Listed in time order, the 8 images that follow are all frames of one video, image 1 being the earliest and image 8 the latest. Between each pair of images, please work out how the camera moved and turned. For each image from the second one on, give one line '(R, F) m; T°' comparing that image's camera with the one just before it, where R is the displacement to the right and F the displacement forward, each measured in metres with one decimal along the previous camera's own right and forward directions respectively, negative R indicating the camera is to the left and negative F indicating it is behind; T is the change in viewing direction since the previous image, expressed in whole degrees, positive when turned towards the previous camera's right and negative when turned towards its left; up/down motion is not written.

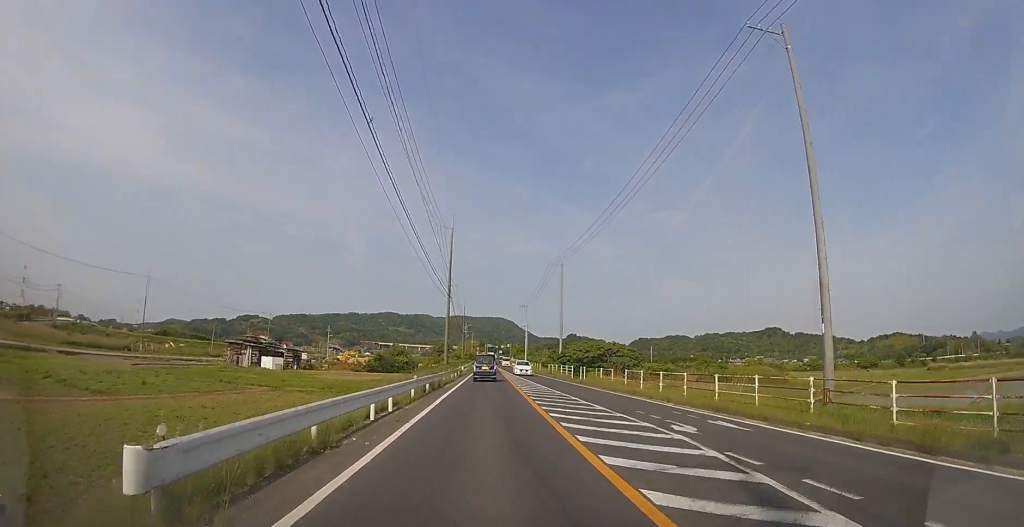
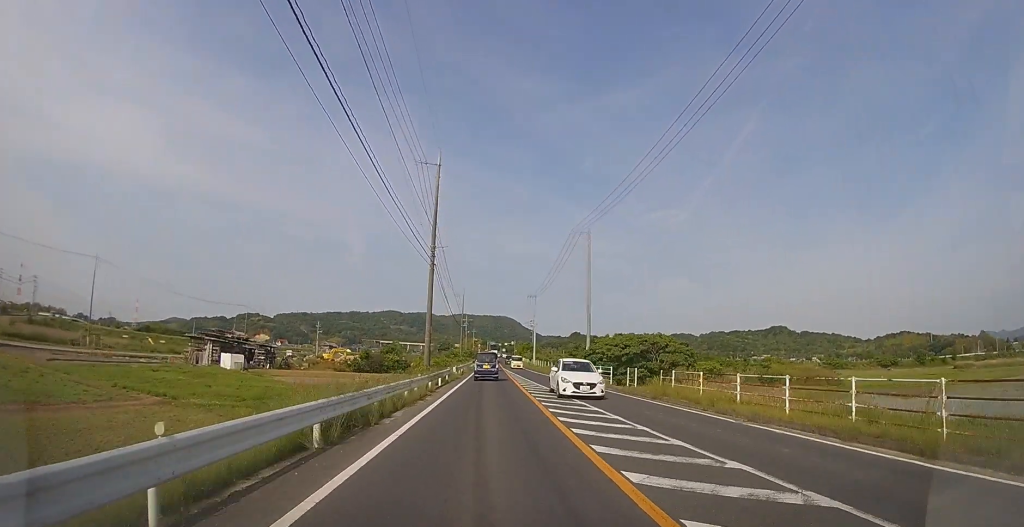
(0.0, +14.0) m; 0°
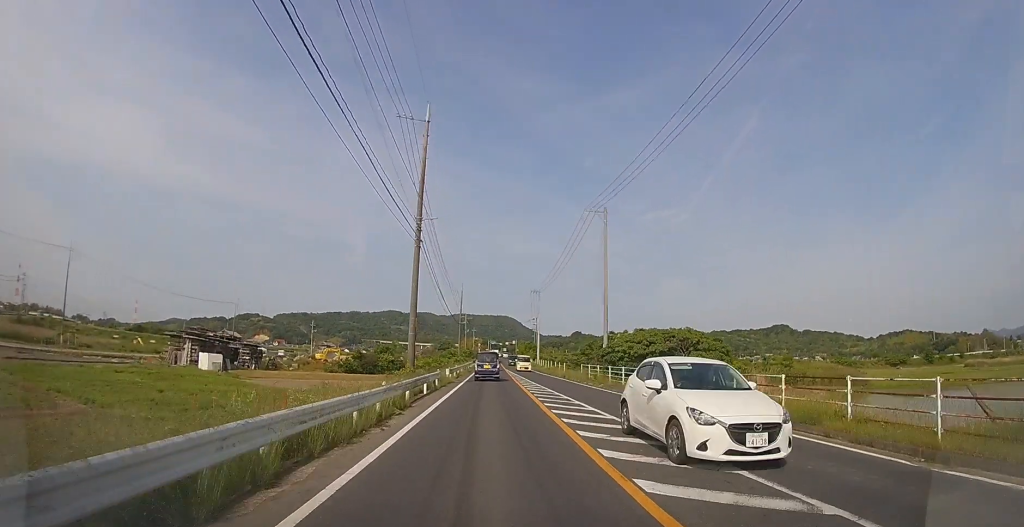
(0.0, +5.9) m; 0°
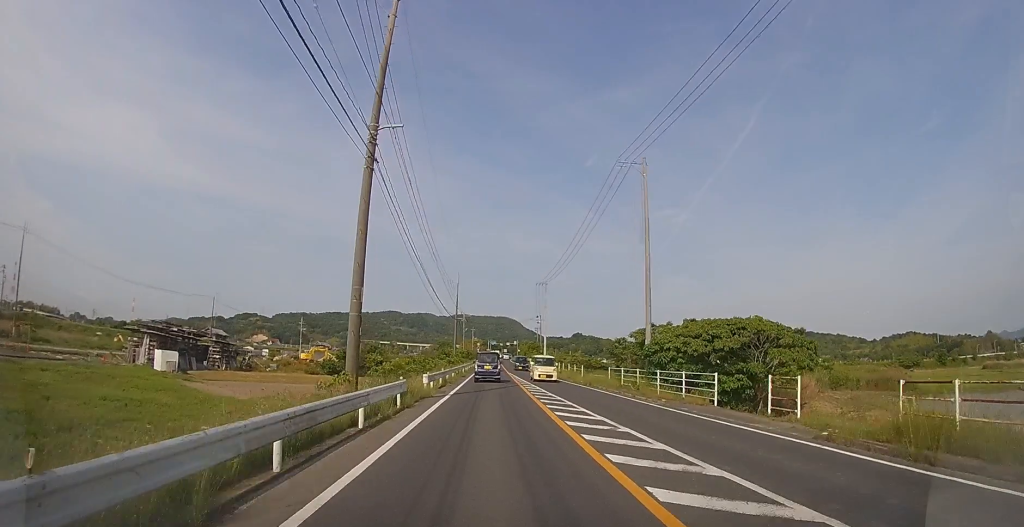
(0.0, +10.0) m; 0°
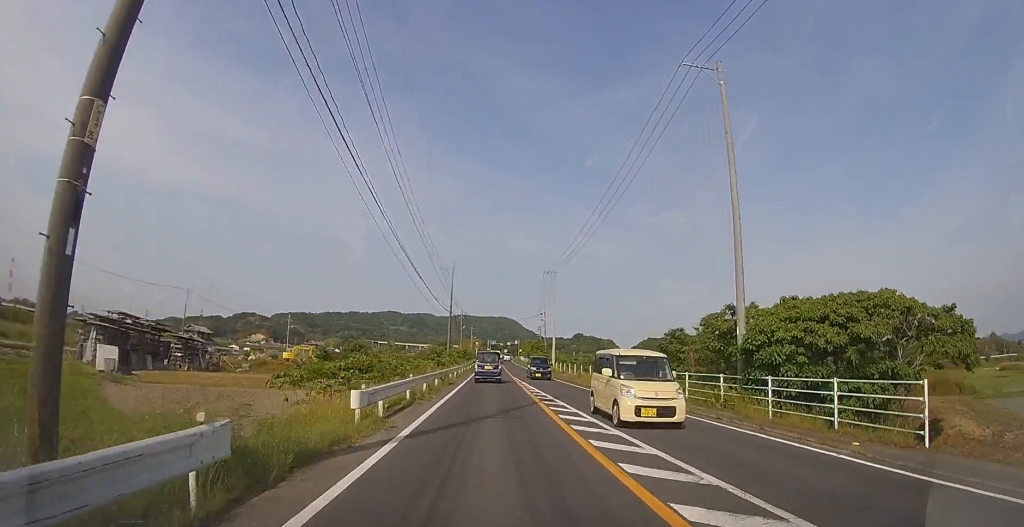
(0.0, +9.9) m; 0°
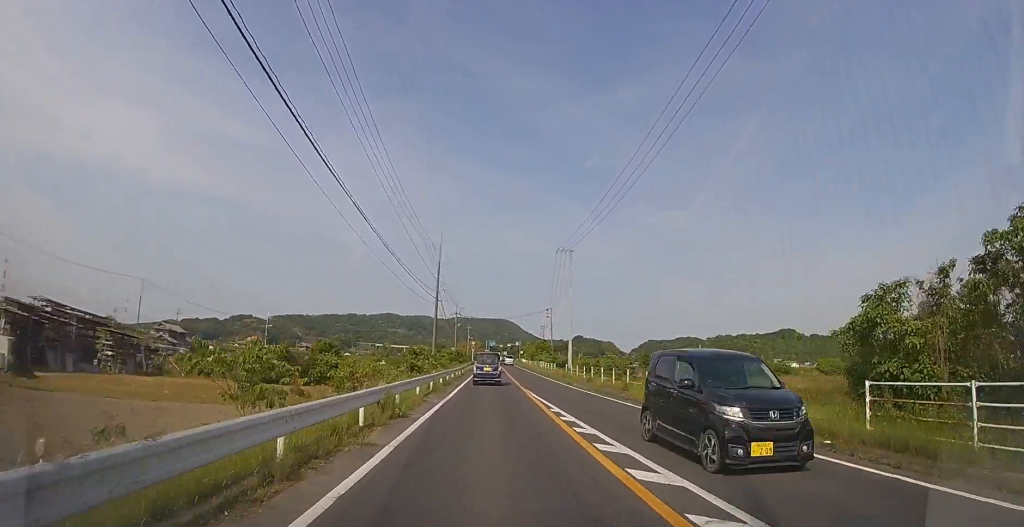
(0.0, +13.7) m; 0°
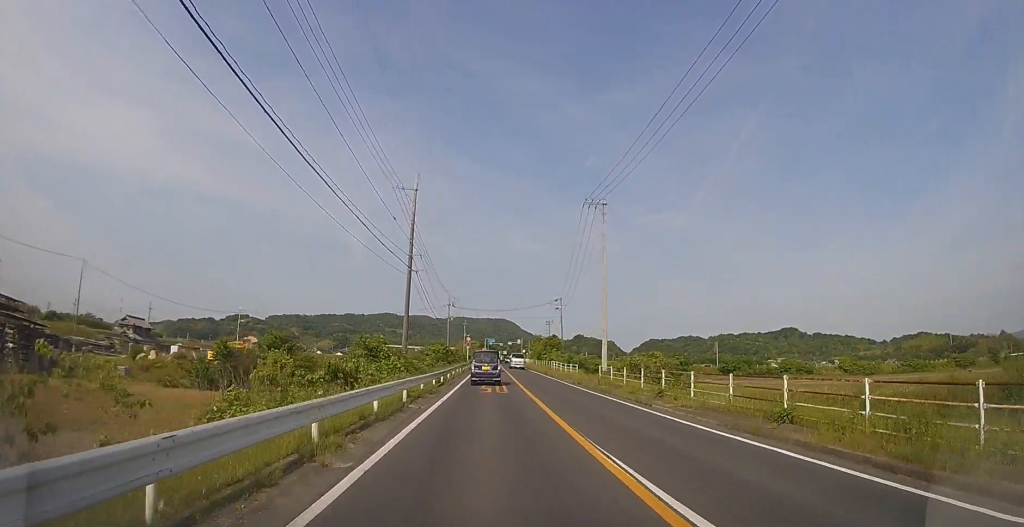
(0.0, +14.8) m; 0°
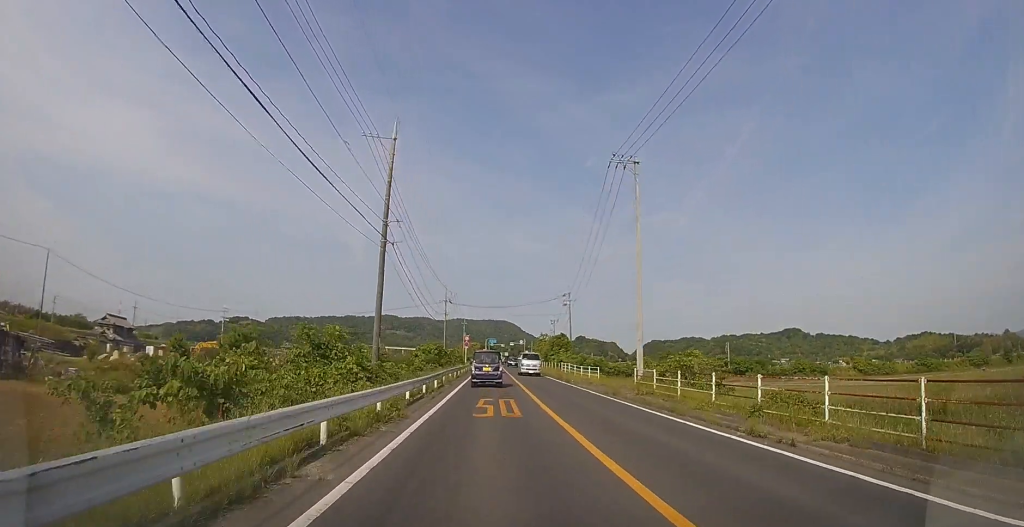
(0.0, +7.2) m; 0°
